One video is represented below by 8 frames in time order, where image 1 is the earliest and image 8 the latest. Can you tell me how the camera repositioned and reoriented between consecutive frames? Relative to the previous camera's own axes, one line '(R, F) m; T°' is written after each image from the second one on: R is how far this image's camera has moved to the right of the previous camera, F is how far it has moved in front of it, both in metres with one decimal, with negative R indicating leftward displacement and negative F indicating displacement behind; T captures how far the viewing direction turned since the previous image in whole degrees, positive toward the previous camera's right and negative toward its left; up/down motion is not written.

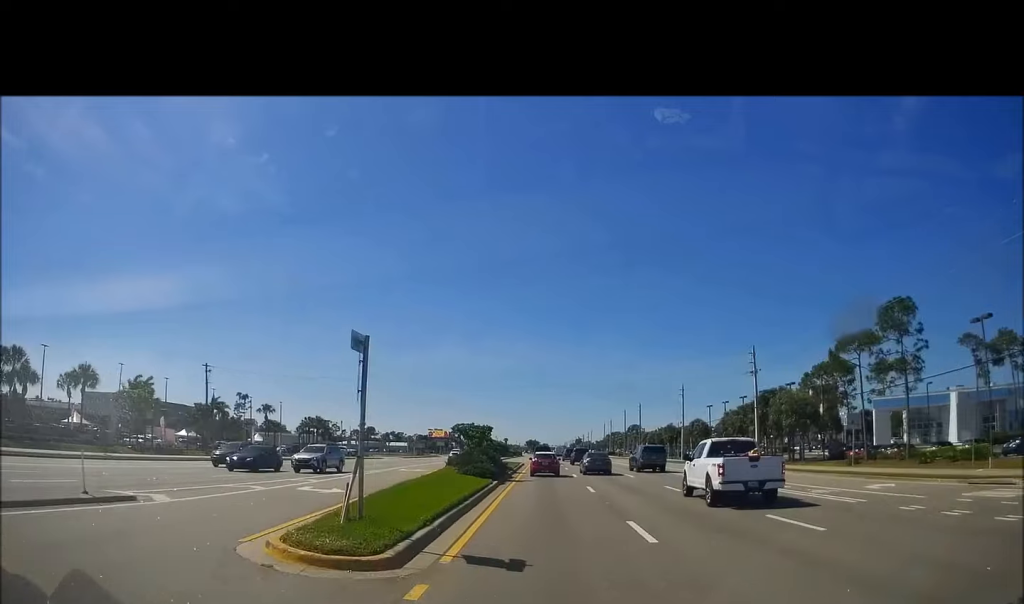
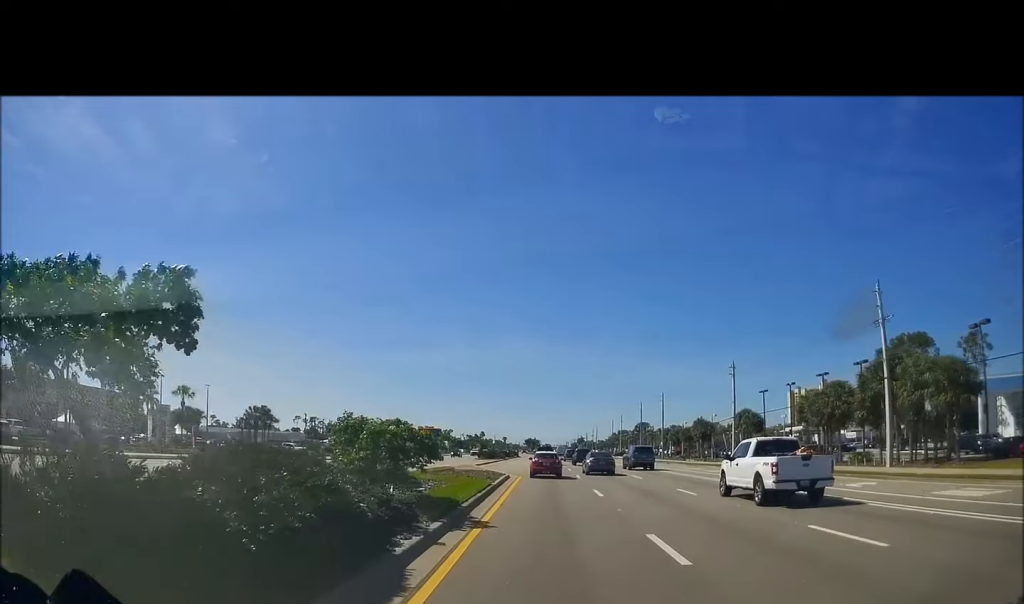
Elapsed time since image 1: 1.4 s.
(-0.5, +27.2) m; -1°
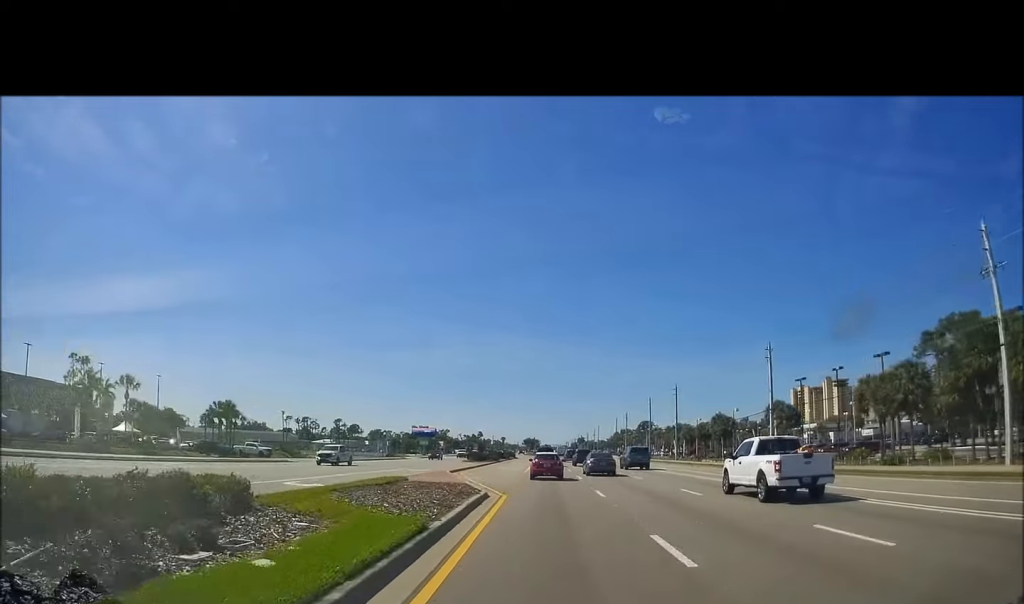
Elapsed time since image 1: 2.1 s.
(+0.1, +12.9) m; 0°
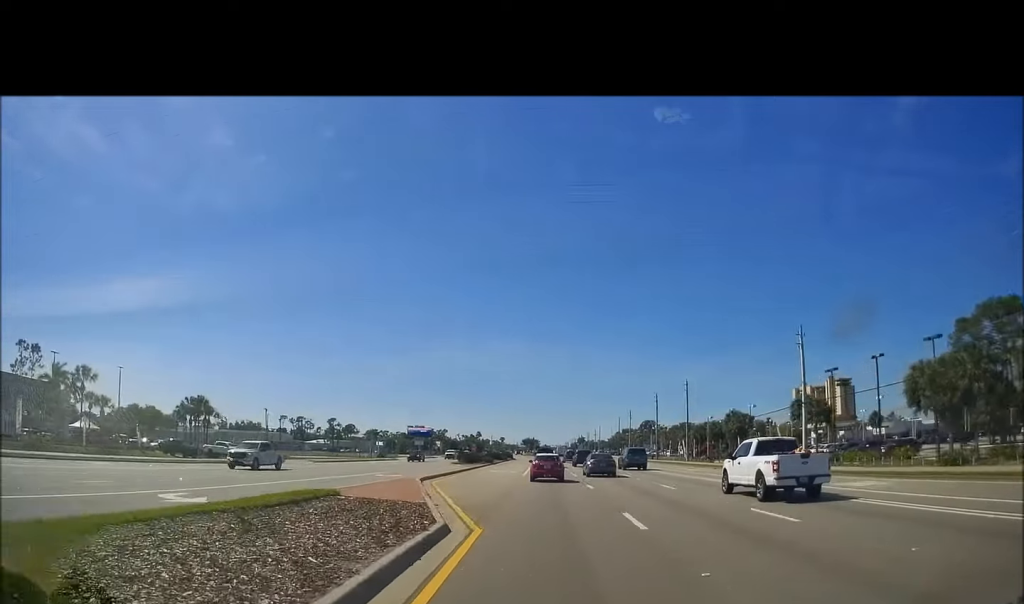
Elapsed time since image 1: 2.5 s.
(+0.2, +8.4) m; 0°
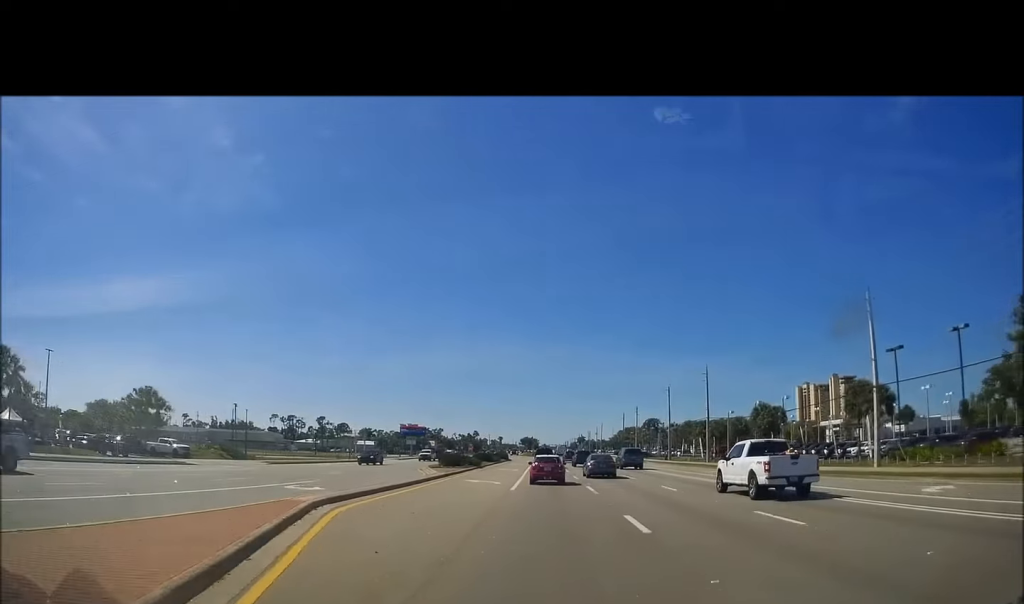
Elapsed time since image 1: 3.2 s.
(-0.3, +12.8) m; -1°
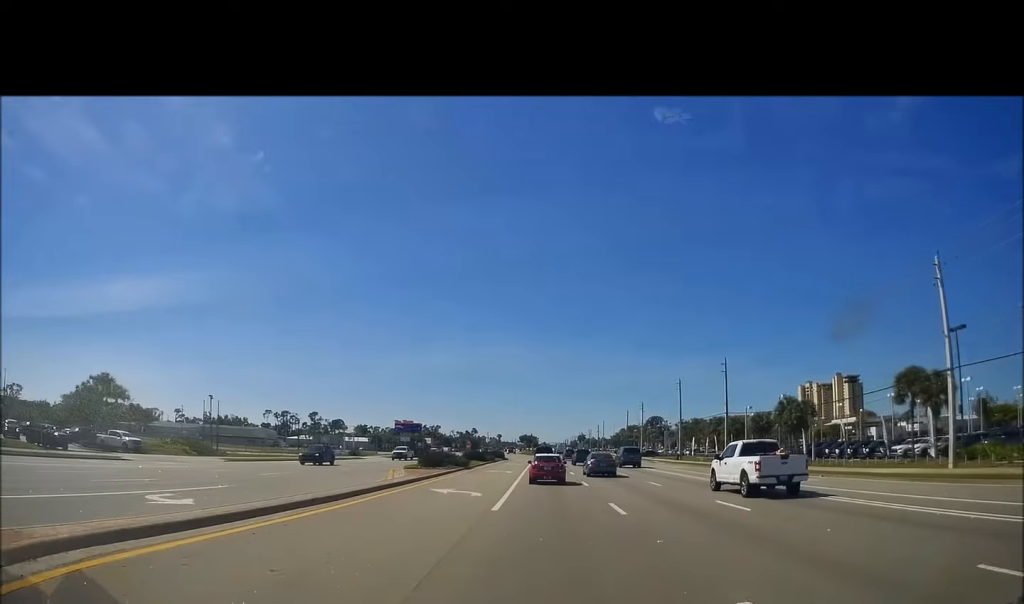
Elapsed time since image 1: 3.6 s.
(-0.1, +9.0) m; -1°
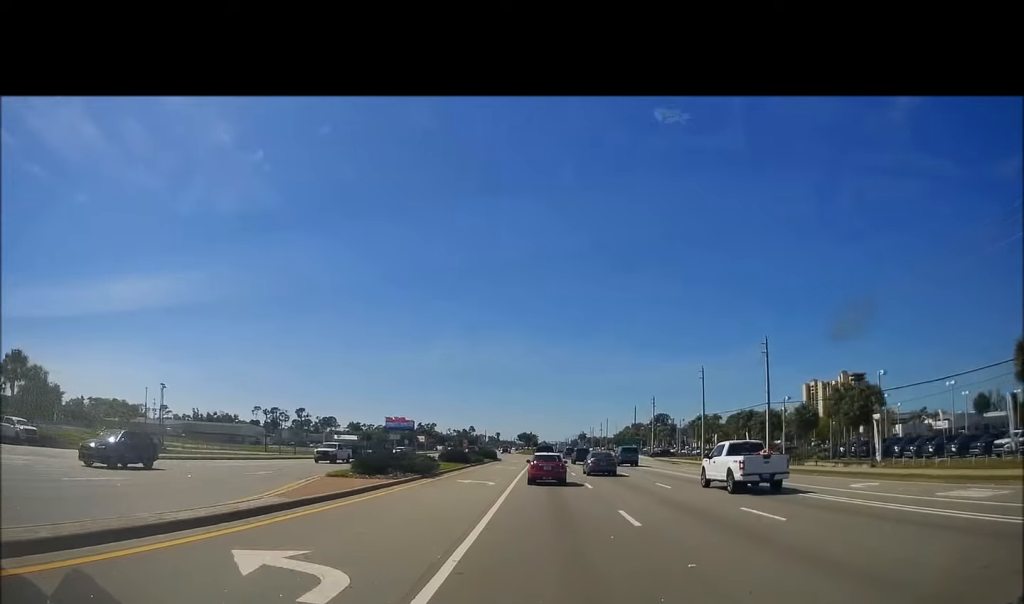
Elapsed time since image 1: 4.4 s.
(0.0, +14.6) m; +1°
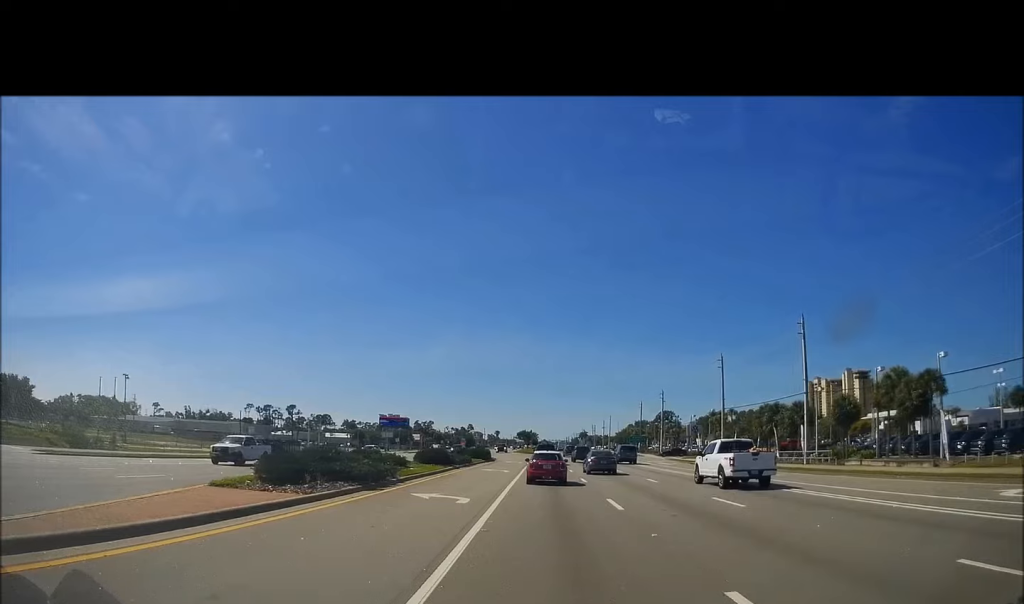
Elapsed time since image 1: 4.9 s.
(+0.1, +9.5) m; 0°
